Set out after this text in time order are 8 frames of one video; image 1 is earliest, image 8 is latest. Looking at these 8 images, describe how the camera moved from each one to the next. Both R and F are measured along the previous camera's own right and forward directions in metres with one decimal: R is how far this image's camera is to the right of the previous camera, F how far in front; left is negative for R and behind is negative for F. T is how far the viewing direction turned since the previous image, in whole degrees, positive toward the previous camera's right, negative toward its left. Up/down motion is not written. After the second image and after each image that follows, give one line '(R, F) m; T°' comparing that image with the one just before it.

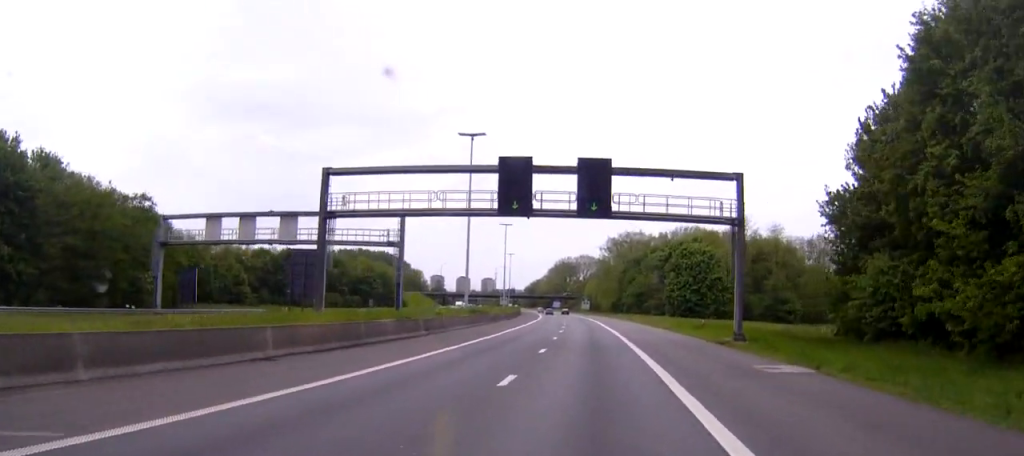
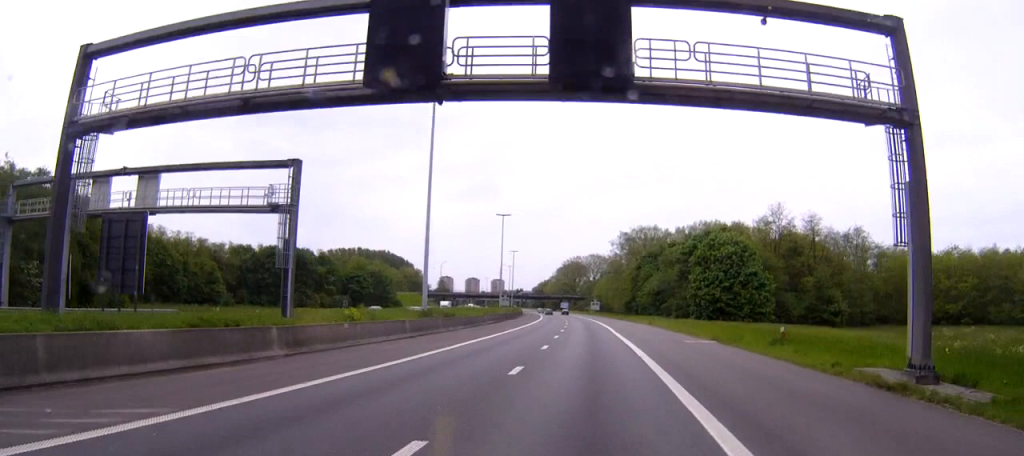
(-0.2, +22.4) m; 0°
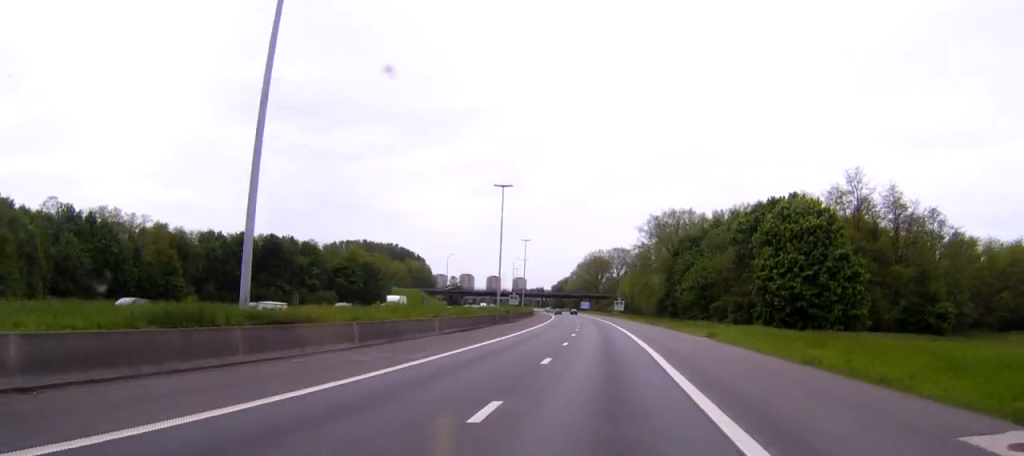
(0.0, +32.6) m; 0°
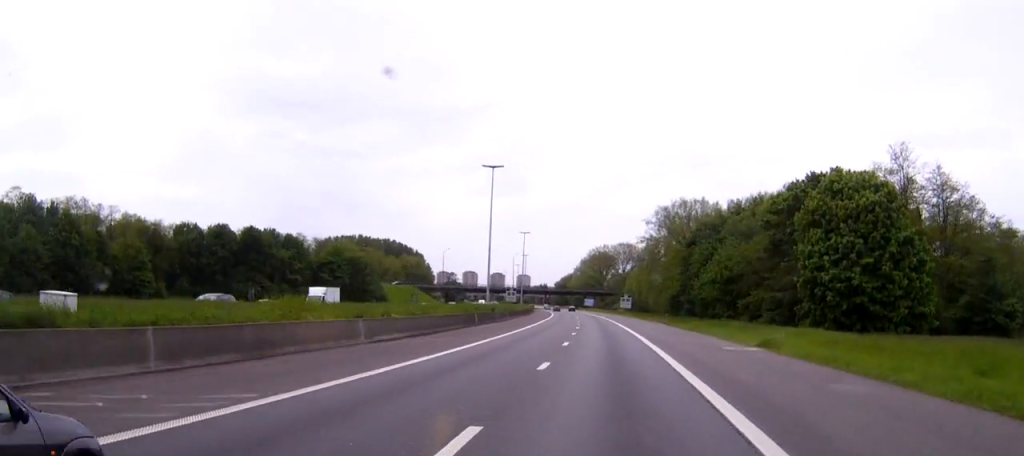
(-0.1, +15.7) m; 0°
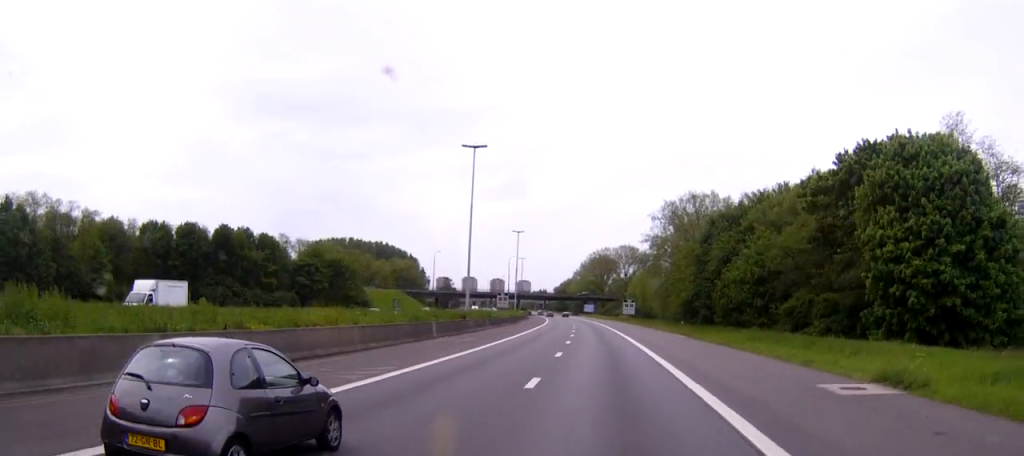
(0.0, +15.8) m; 0°
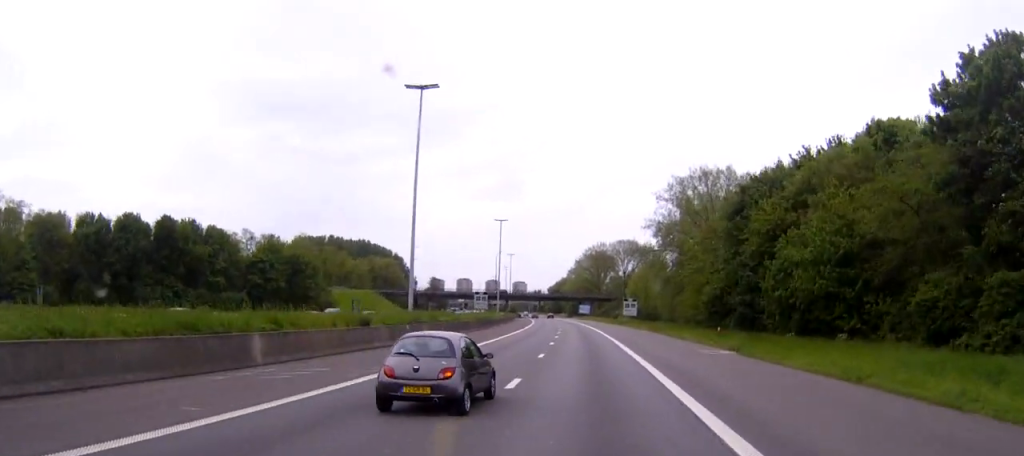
(-0.1, +24.4) m; -1°
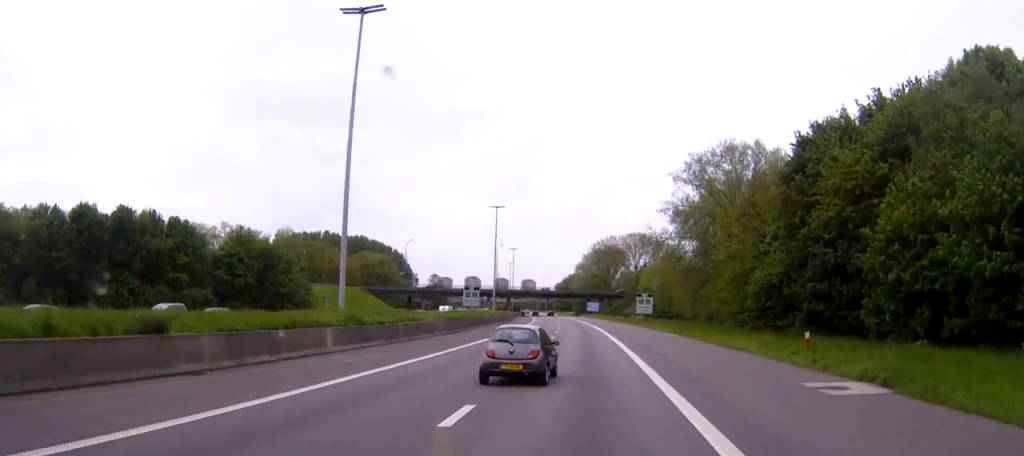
(-0.1, +18.7) m; -1°
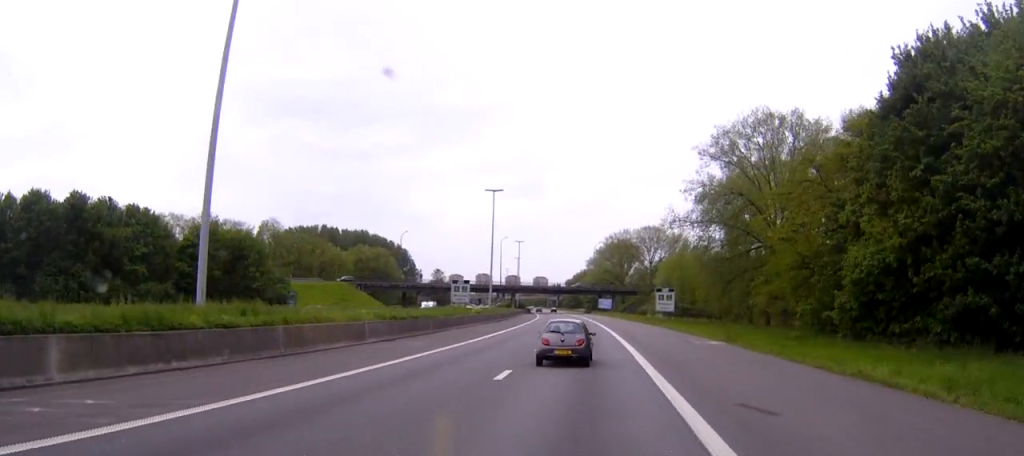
(-0.2, +17.9) m; -1°
